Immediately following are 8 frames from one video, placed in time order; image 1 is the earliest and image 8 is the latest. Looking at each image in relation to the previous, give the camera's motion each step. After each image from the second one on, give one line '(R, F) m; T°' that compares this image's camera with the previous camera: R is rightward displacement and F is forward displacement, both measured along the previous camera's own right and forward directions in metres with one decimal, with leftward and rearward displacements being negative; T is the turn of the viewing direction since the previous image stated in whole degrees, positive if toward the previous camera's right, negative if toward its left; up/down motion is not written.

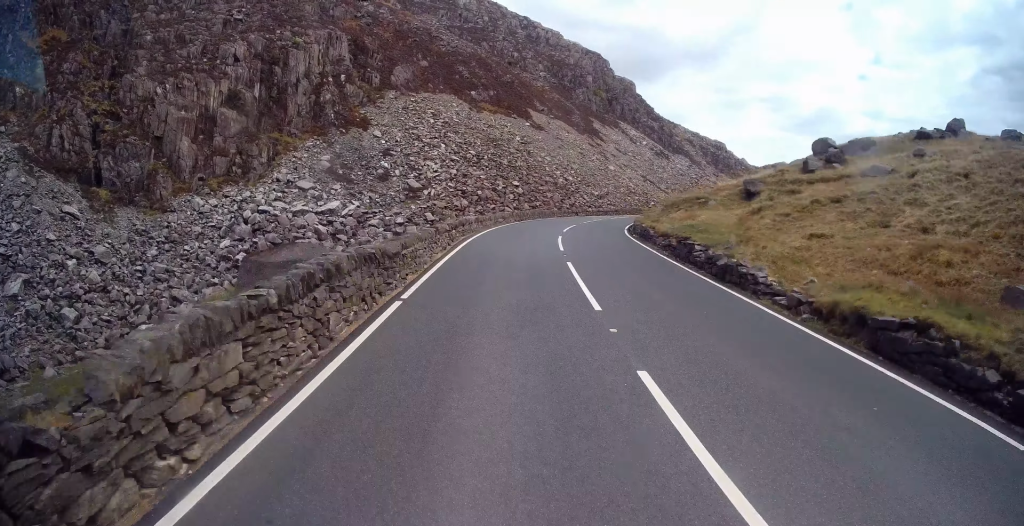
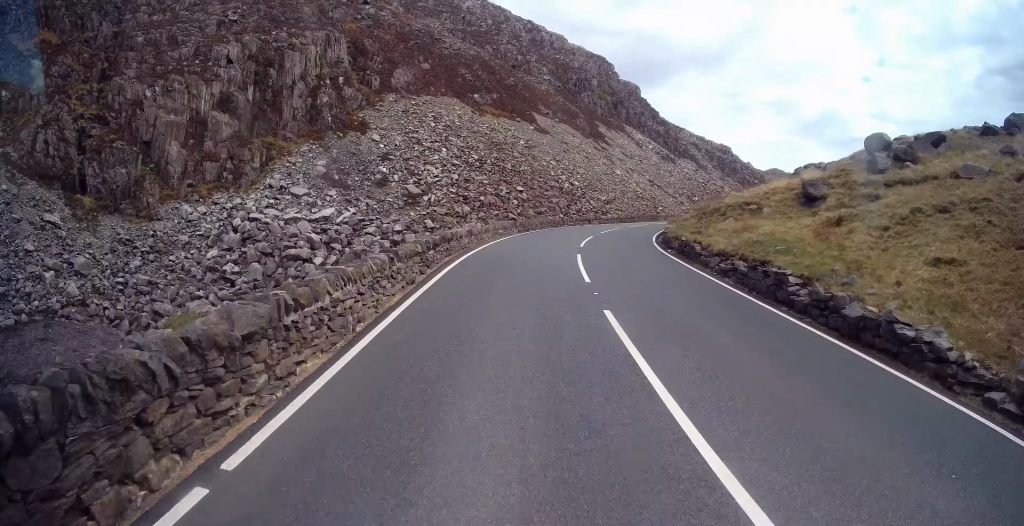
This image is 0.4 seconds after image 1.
(-0.1, +5.9) m; 0°
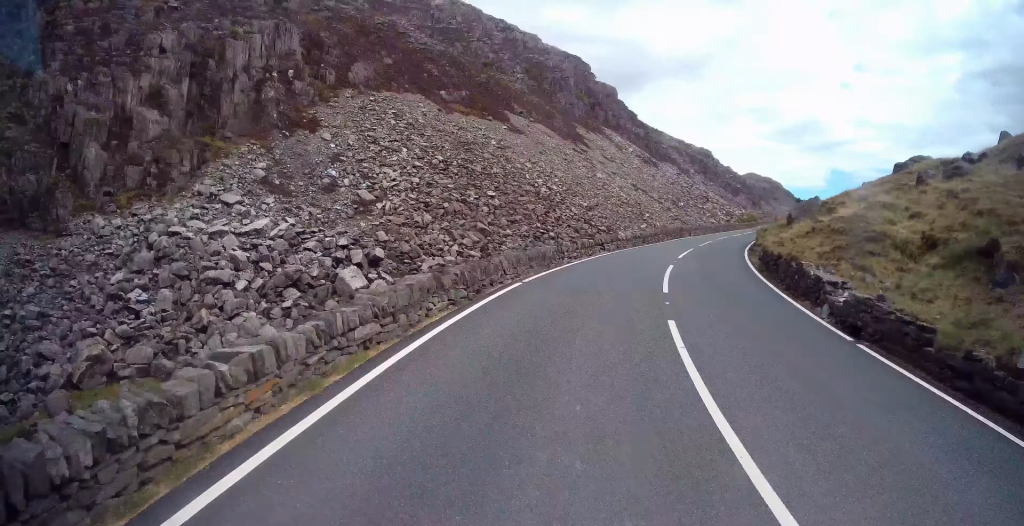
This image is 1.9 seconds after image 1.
(+0.3, +18.9) m; +4°
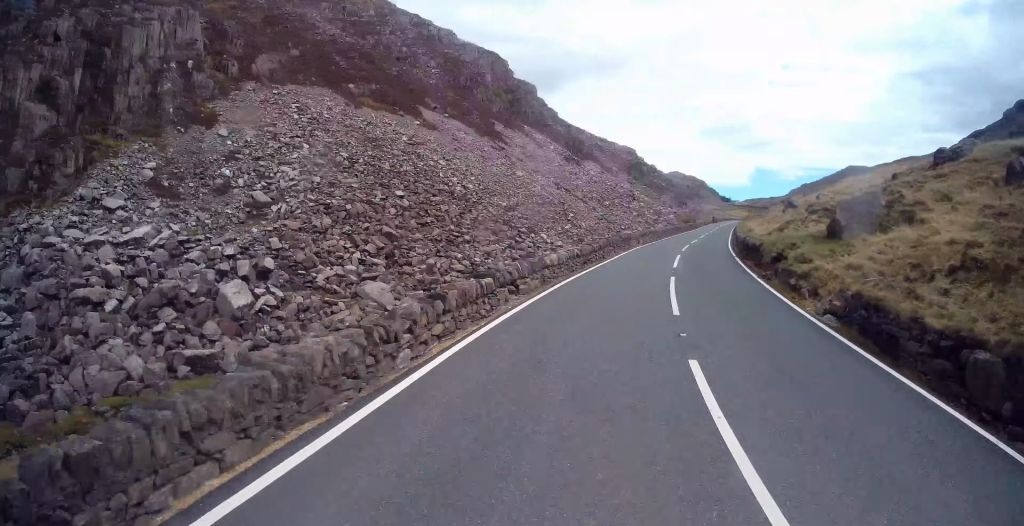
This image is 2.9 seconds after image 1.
(+0.5, +12.0) m; +5°
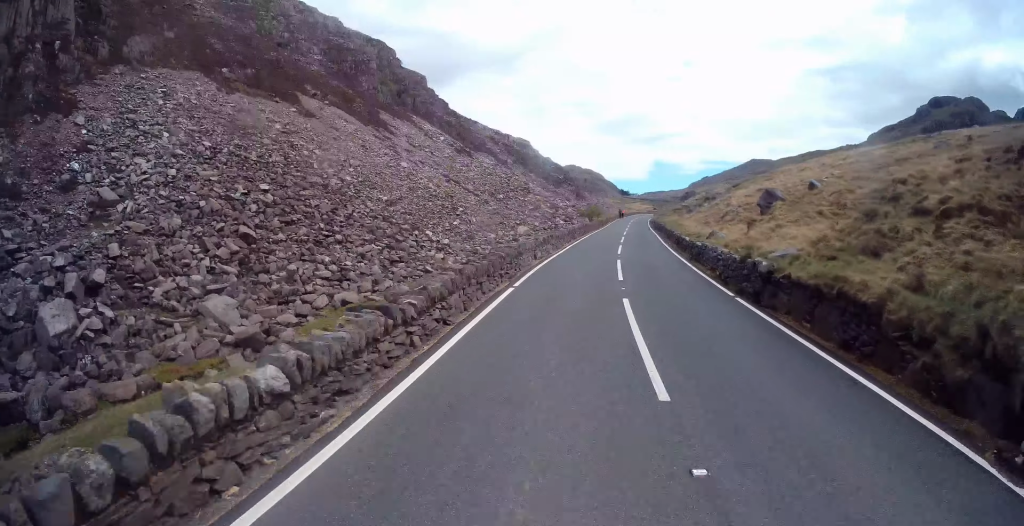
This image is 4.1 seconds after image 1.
(+0.8, +14.1) m; +10°
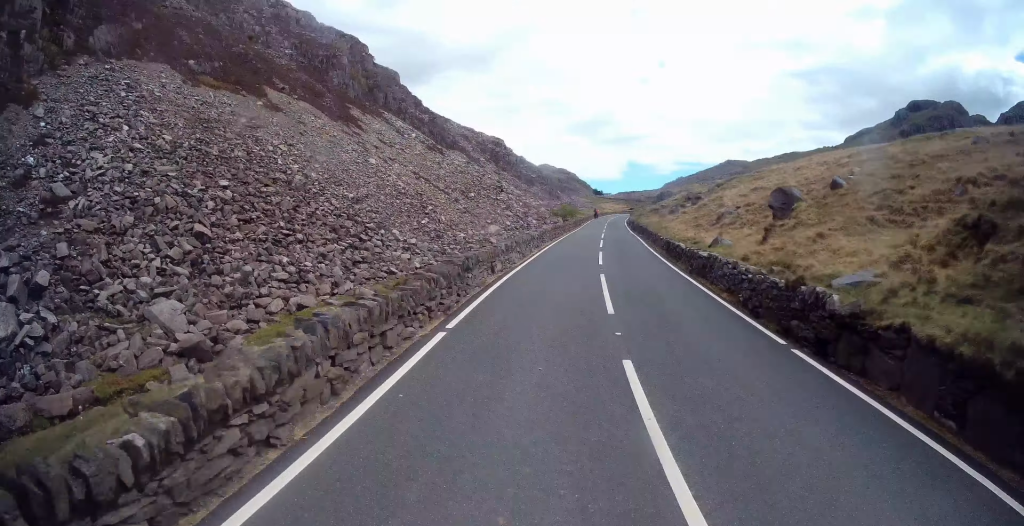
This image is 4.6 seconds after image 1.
(+0.5, +4.7) m; +4°
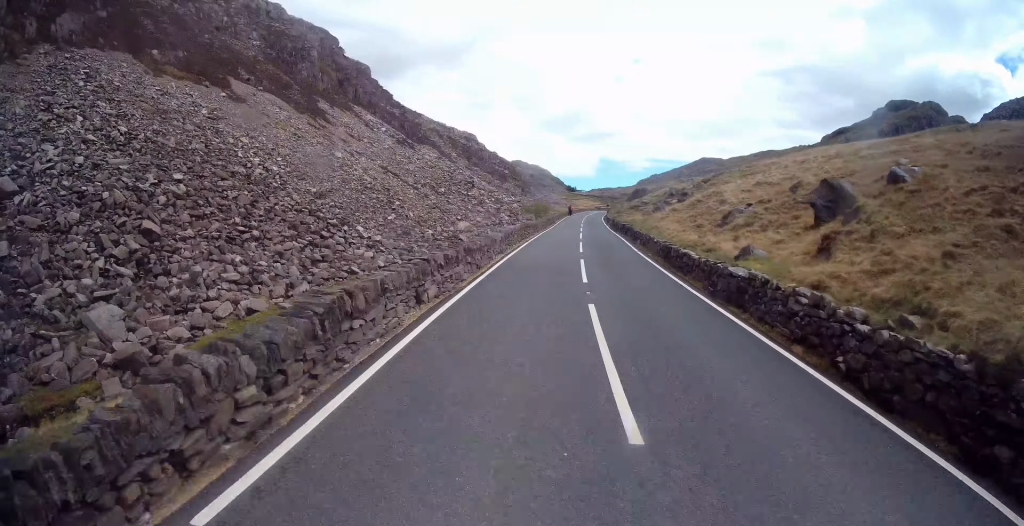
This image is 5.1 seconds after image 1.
(+0.2, +5.4) m; +4°
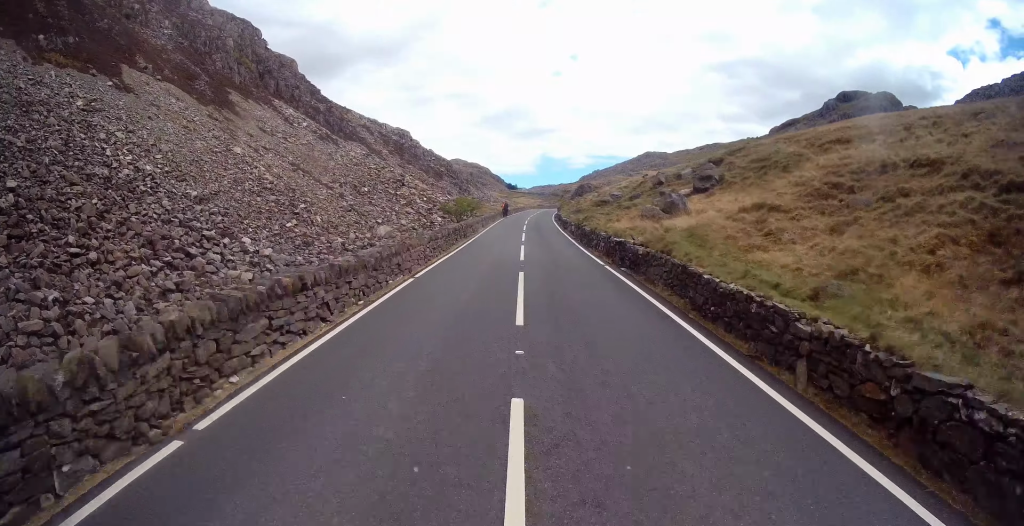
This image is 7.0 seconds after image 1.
(+1.3, +21.8) m; +4°
